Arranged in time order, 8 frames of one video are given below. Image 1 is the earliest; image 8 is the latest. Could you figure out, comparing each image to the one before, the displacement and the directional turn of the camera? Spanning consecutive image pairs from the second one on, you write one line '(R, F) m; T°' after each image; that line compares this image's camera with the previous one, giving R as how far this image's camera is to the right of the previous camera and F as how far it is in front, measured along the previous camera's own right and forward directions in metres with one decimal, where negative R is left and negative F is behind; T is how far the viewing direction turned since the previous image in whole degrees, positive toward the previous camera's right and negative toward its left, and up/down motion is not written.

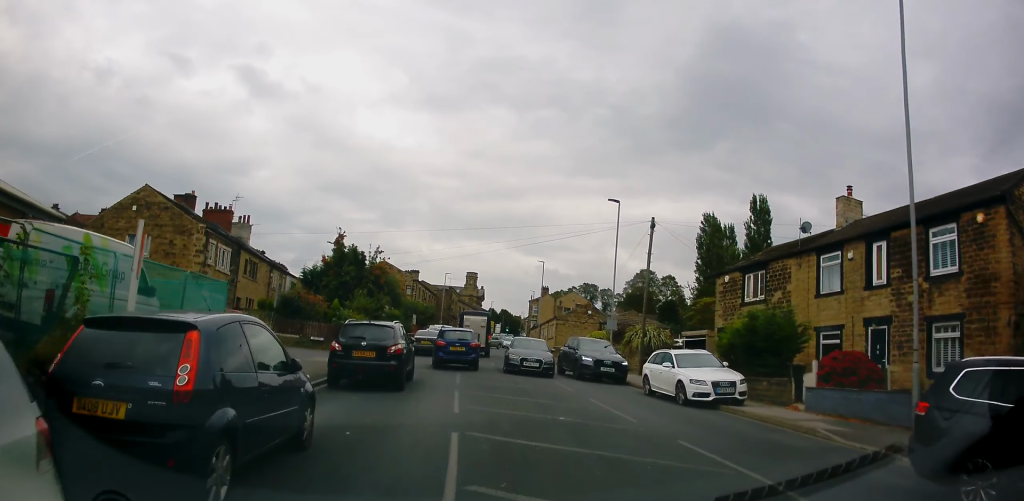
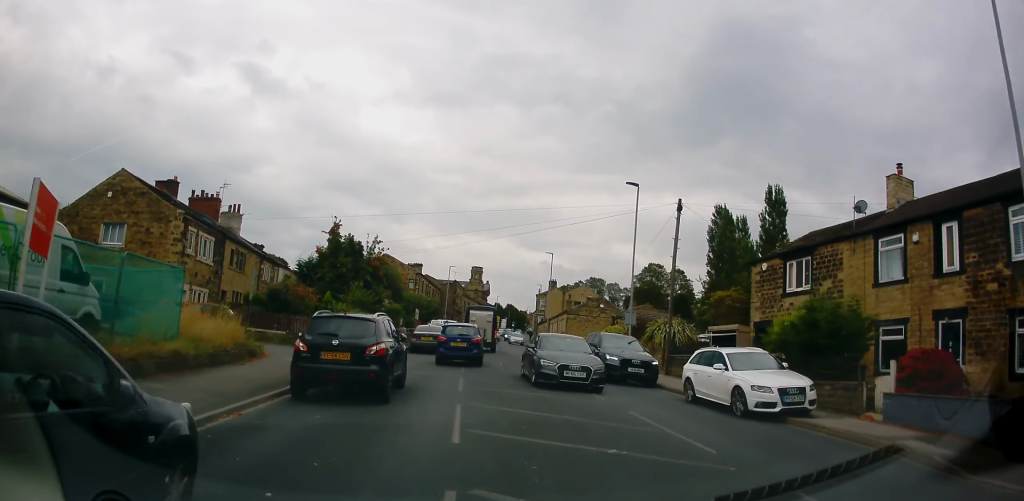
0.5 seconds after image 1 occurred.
(+0.3, +3.2) m; 0°
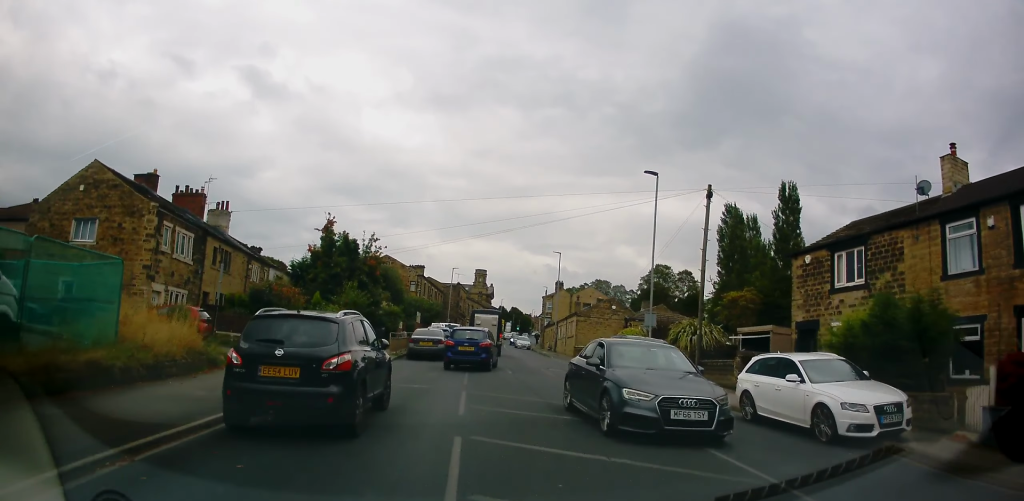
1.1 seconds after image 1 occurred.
(-0.2, +2.9) m; 0°
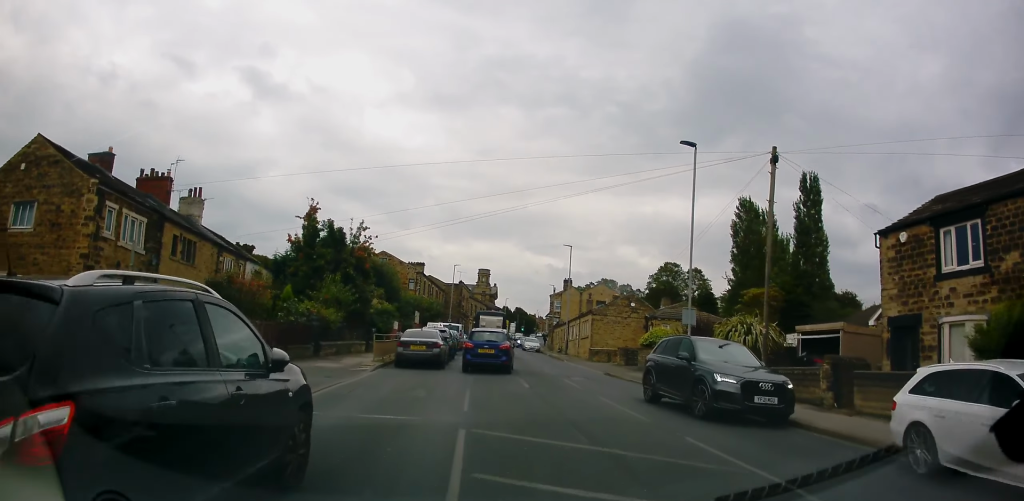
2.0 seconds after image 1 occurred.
(-0.2, +5.3) m; 0°
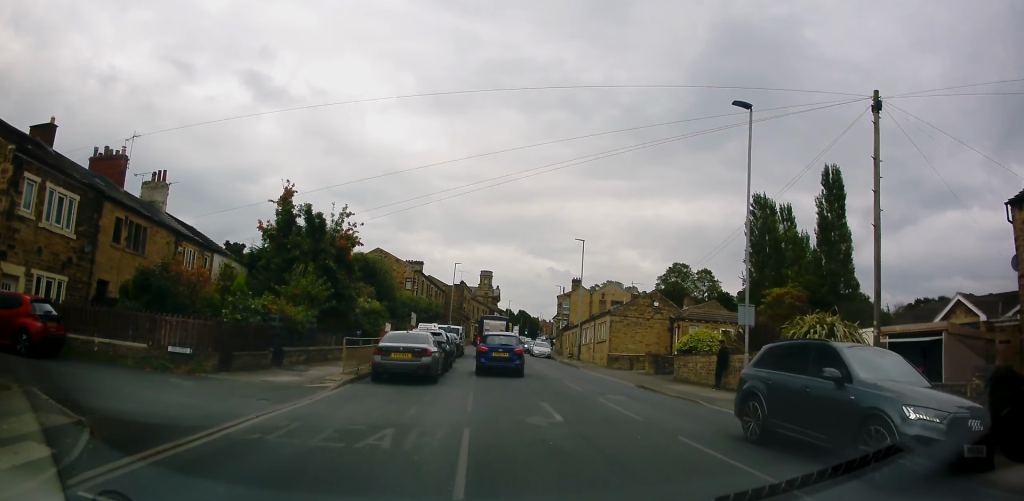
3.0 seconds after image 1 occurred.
(+0.2, +5.5) m; -1°
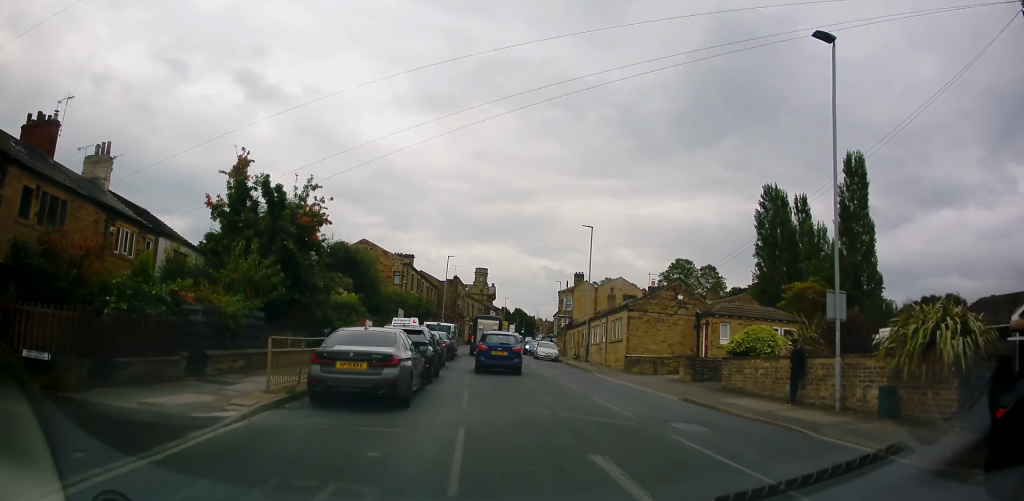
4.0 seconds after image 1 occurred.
(-0.3, +6.1) m; -2°
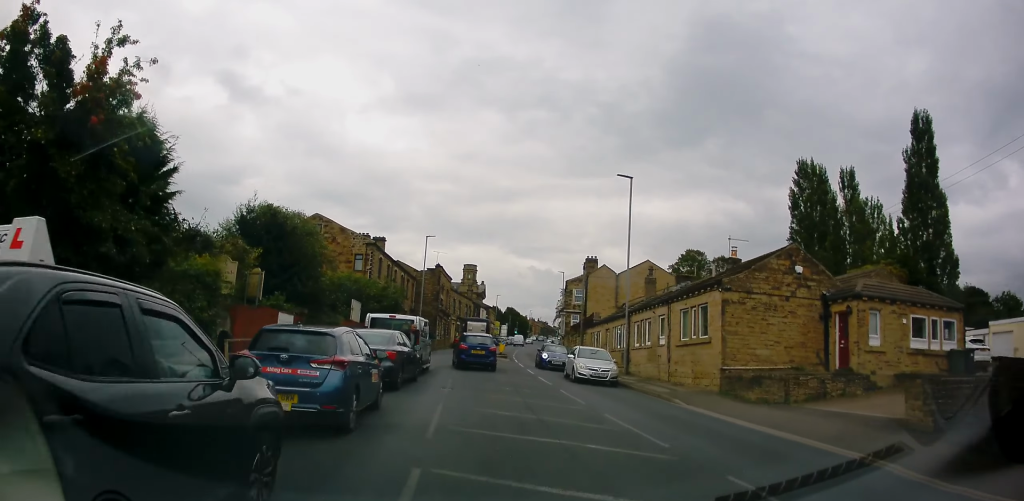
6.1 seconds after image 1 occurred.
(+0.2, +14.9) m; 0°
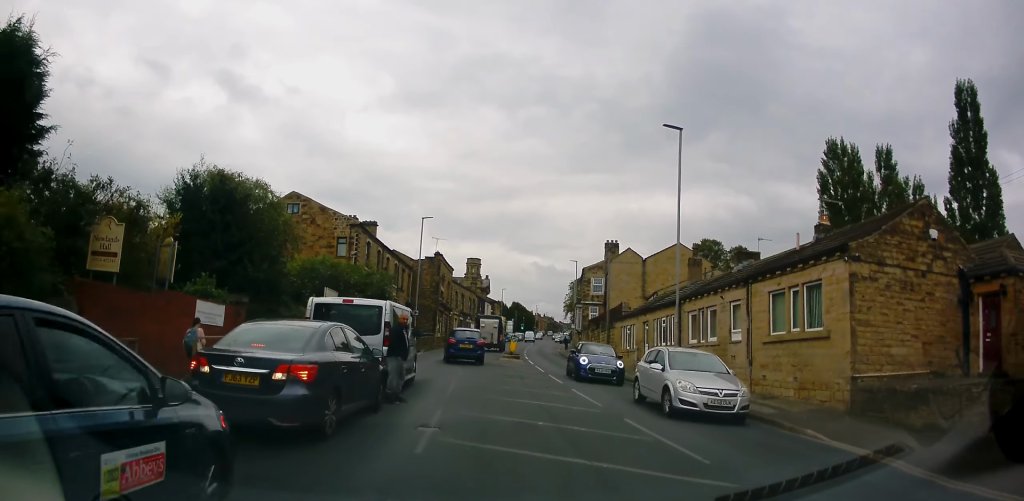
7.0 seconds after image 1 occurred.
(-0.1, +7.1) m; -1°
